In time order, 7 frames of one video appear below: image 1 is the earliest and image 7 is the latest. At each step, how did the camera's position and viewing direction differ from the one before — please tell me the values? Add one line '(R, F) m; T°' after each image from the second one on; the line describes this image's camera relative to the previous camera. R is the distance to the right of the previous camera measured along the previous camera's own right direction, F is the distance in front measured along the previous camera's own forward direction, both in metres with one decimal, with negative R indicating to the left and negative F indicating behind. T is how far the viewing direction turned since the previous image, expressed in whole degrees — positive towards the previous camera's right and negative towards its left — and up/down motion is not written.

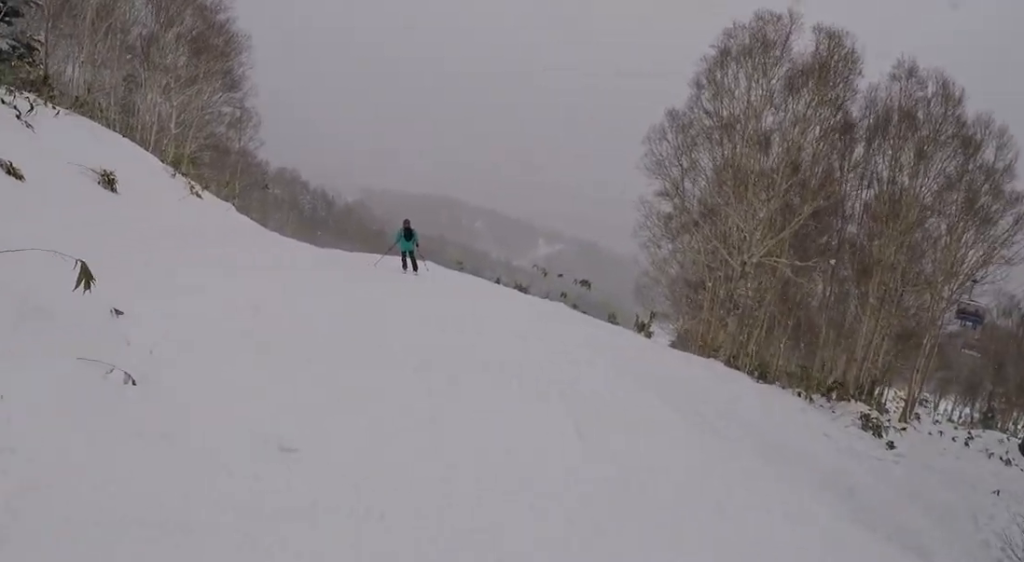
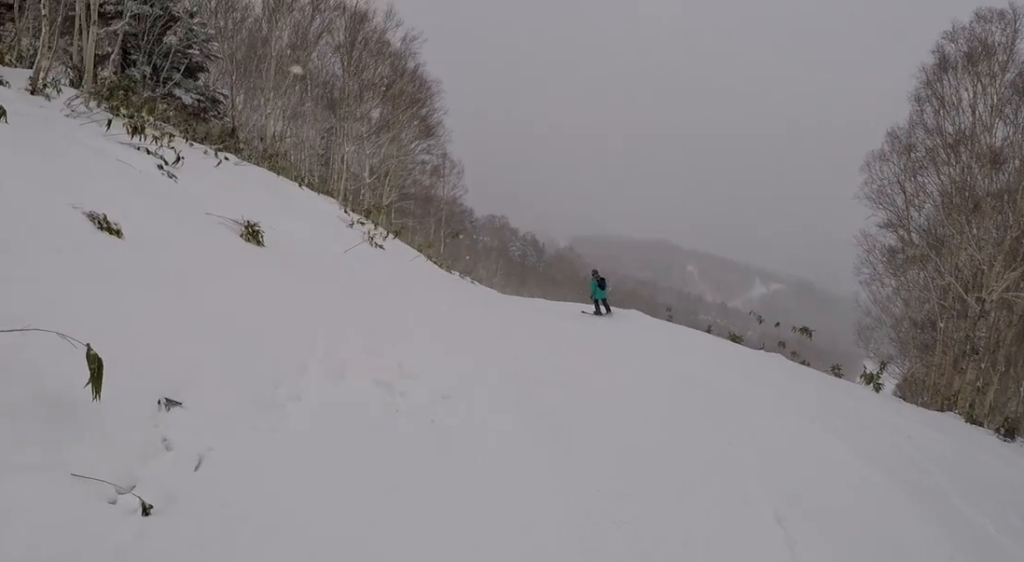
(0.0, +1.8) m; -1°
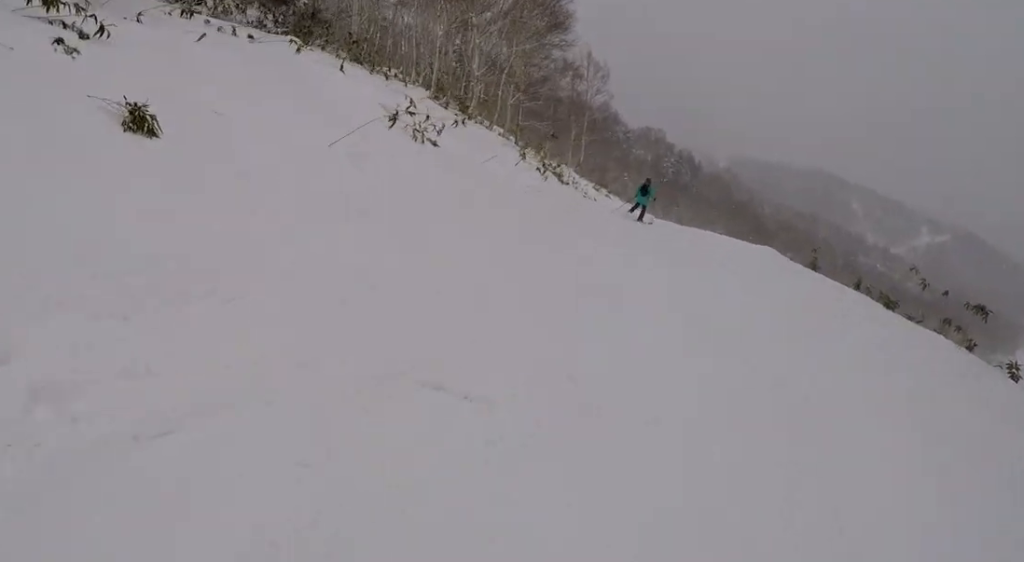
(-0.1, +4.7) m; -23°
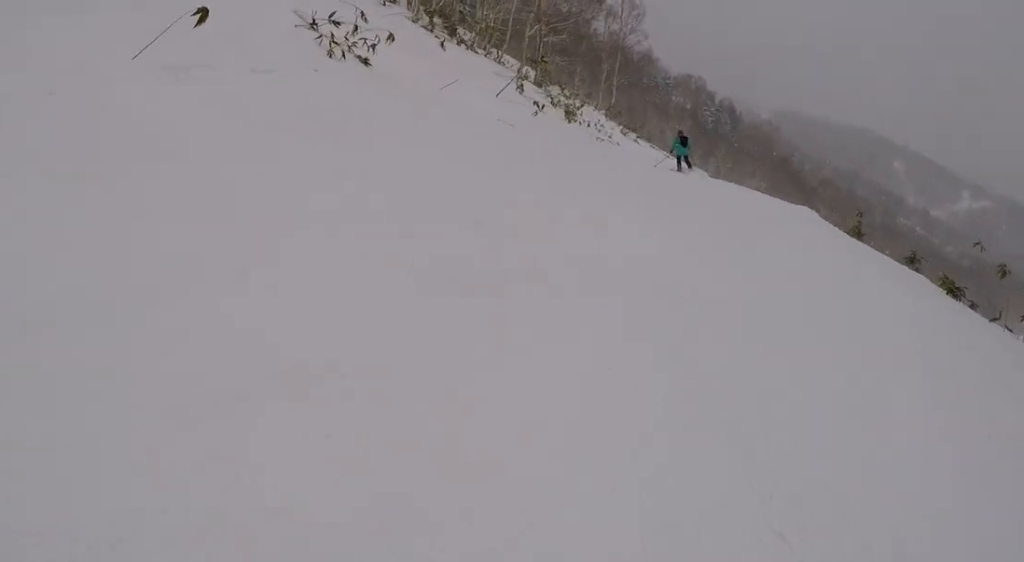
(-1.3, +3.4) m; 0°
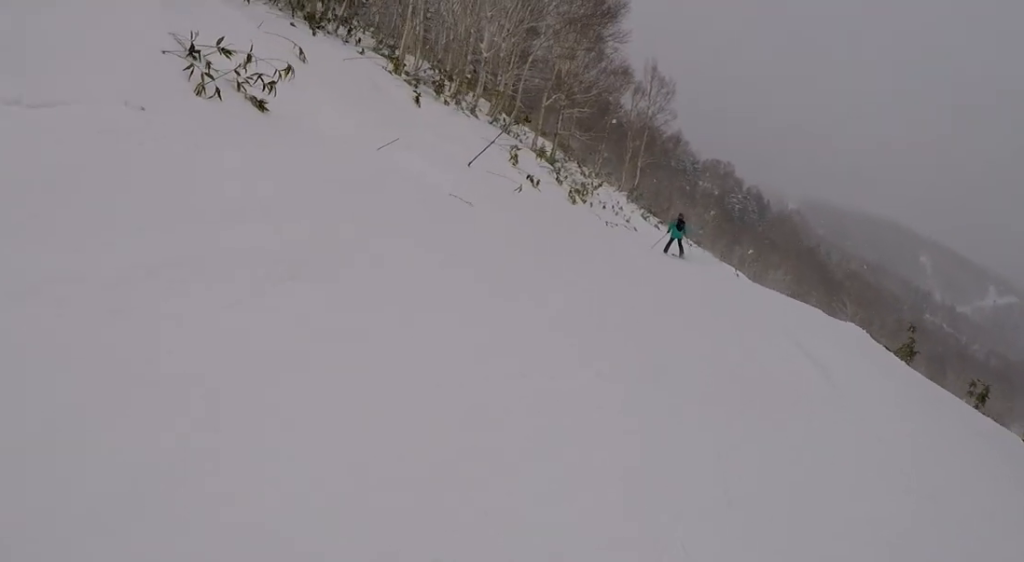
(+1.0, +3.4) m; +1°
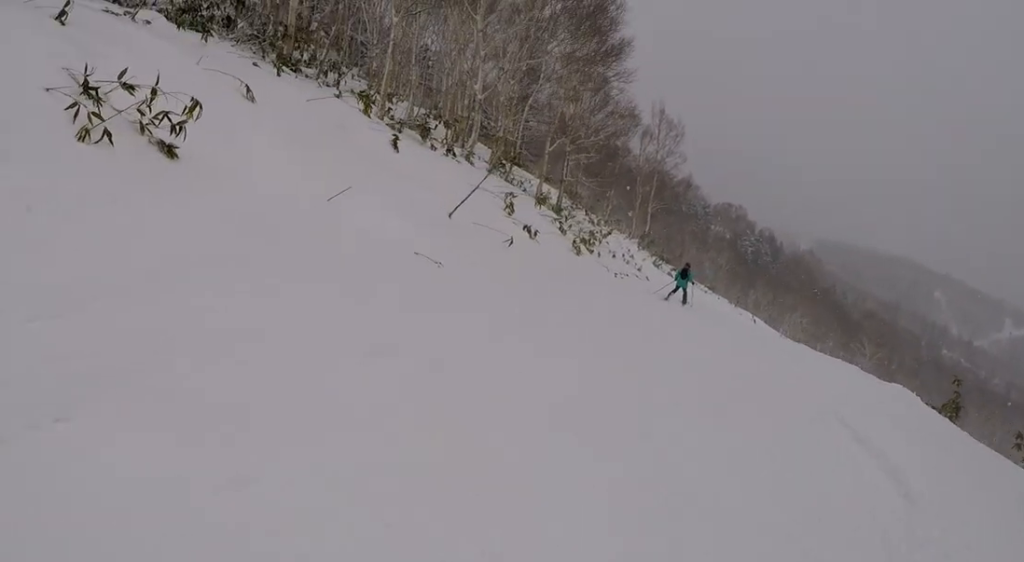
(+0.1, +1.9) m; 0°
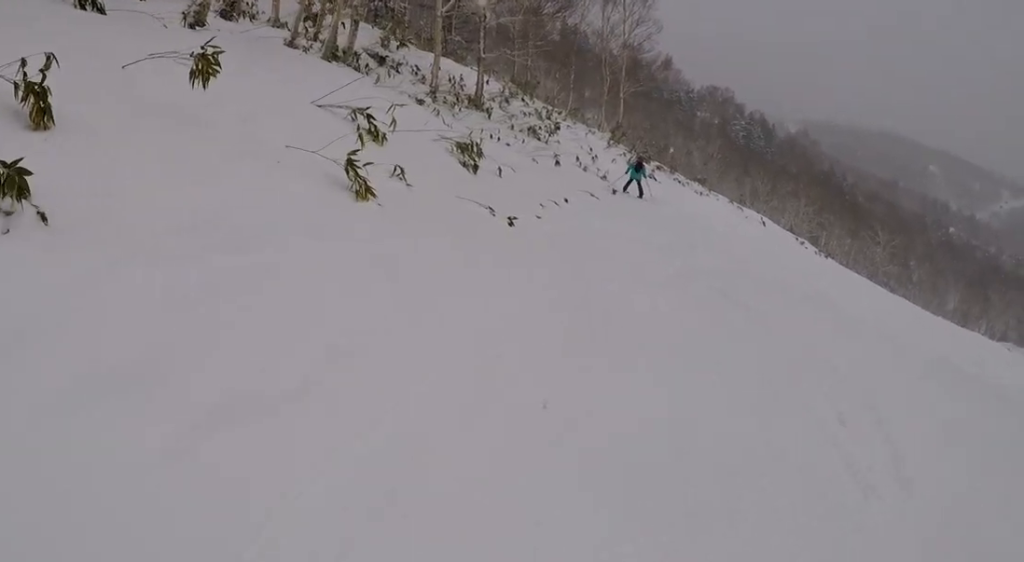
(-0.5, +13.1) m; 0°
